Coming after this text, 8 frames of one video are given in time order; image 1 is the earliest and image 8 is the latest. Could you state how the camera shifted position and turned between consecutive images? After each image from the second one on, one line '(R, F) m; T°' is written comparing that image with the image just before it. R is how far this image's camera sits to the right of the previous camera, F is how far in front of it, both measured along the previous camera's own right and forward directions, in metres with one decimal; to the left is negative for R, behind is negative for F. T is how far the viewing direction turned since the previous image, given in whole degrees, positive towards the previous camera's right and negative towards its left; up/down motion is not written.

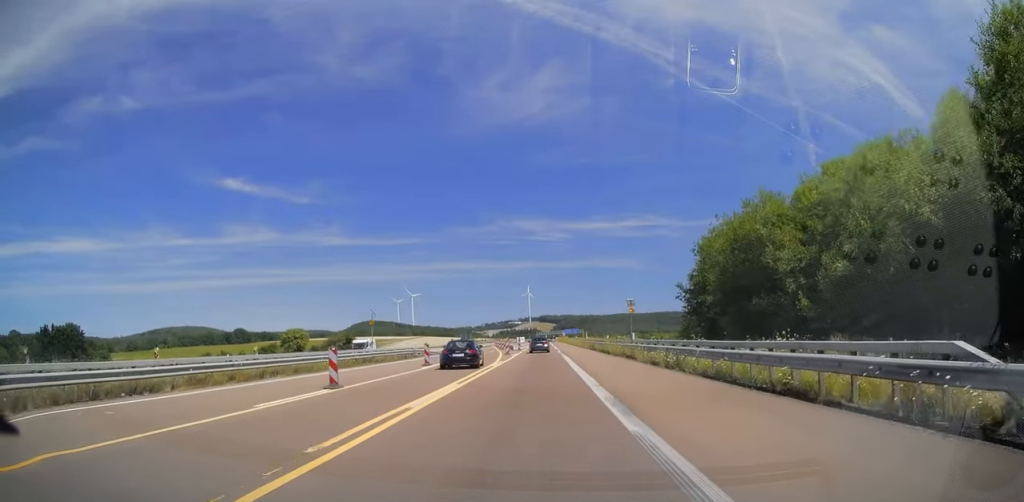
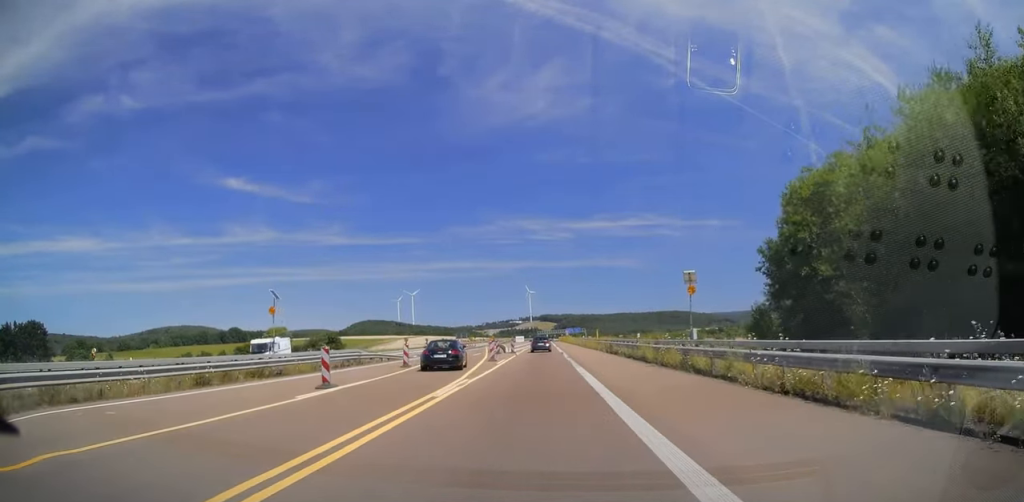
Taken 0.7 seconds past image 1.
(+0.1, +15.8) m; -1°
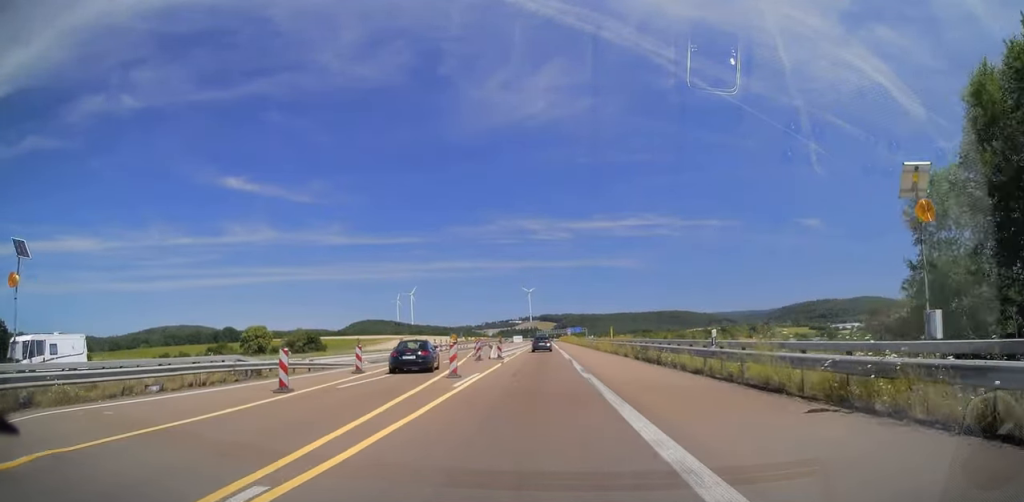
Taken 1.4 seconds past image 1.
(-0.3, +15.1) m; 0°
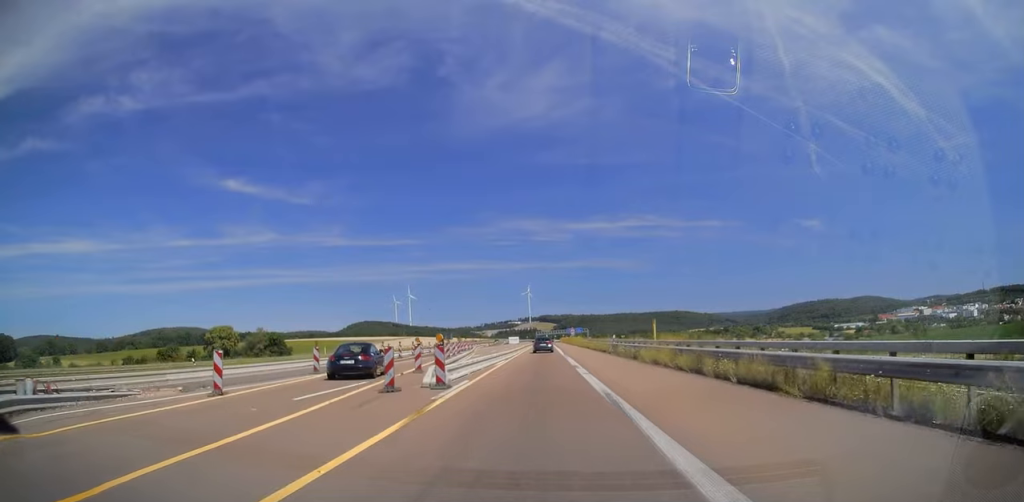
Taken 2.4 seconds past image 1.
(+0.1, +21.5) m; 0°
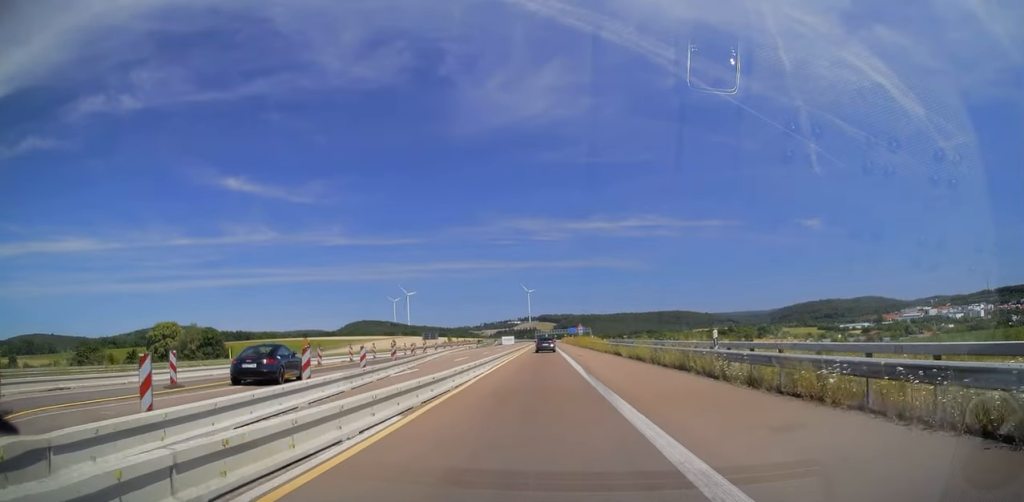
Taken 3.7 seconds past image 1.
(-0.2, +27.3) m; 0°
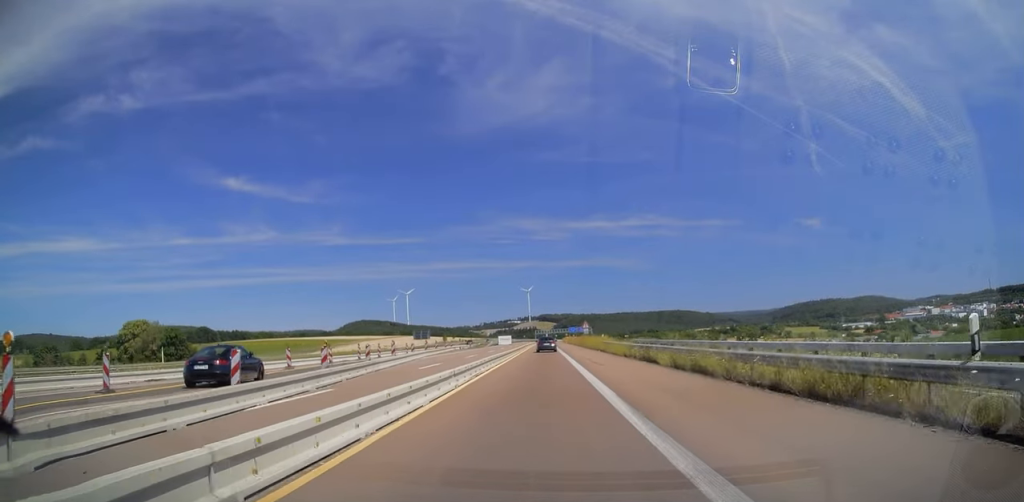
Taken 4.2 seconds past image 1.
(+0.2, +11.9) m; 0°
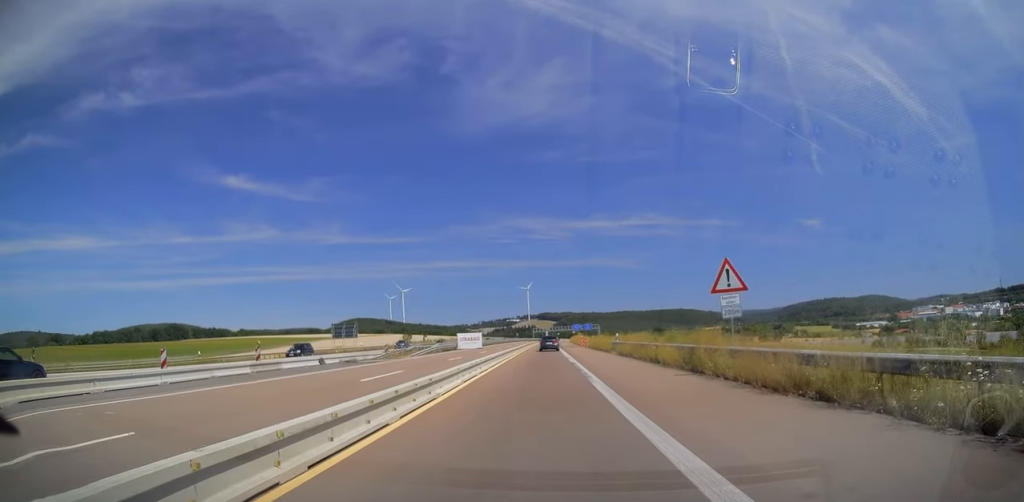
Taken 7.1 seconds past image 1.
(+0.2, +62.4) m; 0°
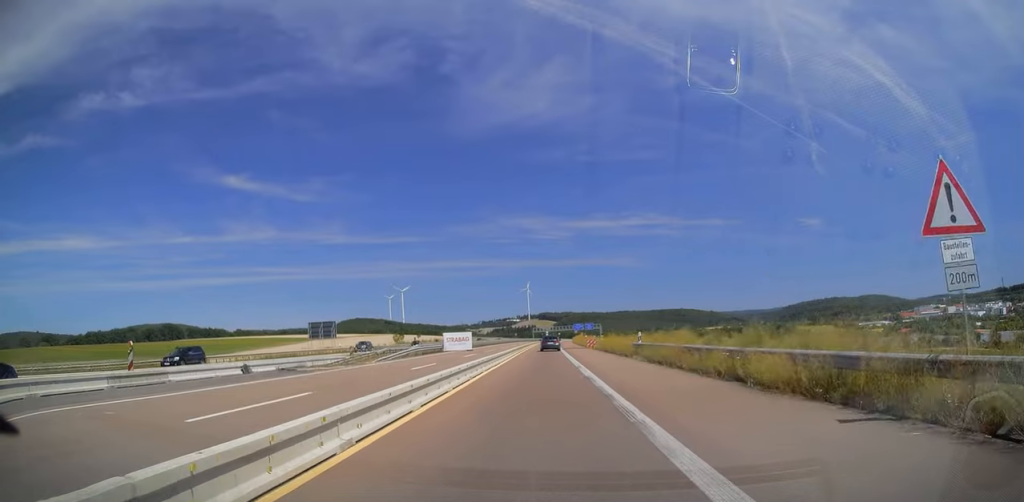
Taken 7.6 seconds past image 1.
(-0.2, +10.5) m; 0°
